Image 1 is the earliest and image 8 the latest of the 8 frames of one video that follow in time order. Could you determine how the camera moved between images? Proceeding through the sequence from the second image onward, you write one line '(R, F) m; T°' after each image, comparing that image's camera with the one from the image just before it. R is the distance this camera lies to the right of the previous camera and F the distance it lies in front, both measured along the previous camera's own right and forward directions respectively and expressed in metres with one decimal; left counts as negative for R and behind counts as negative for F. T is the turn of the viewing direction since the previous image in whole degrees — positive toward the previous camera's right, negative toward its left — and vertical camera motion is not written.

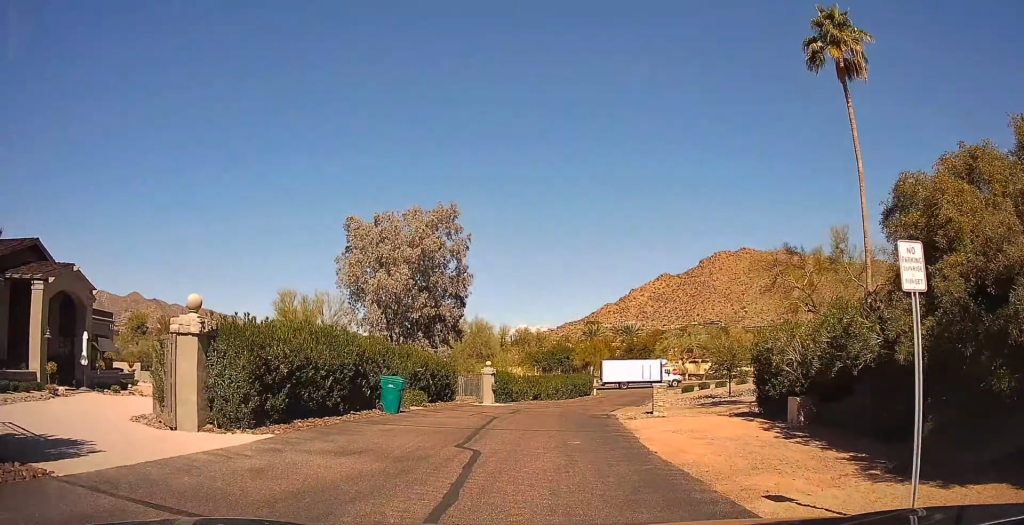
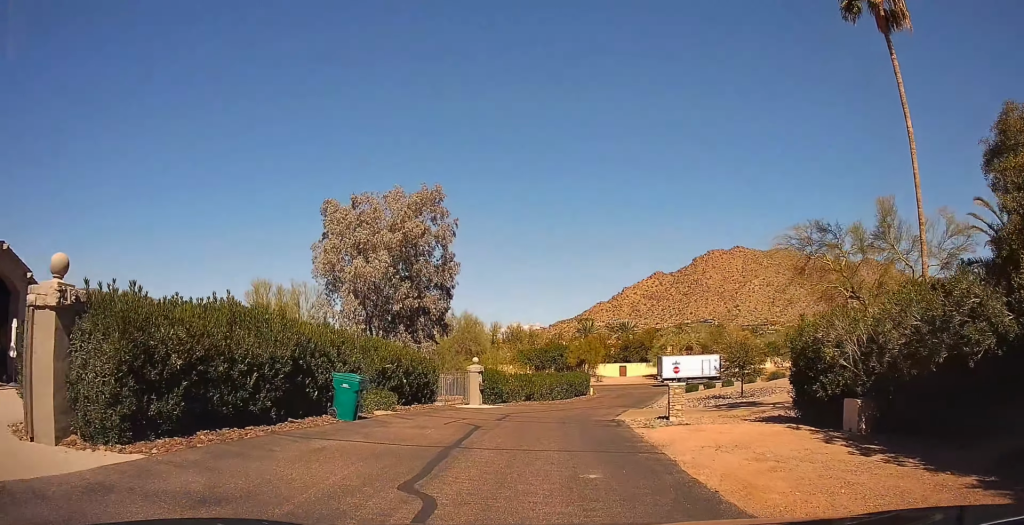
(0.0, +4.3) m; 0°
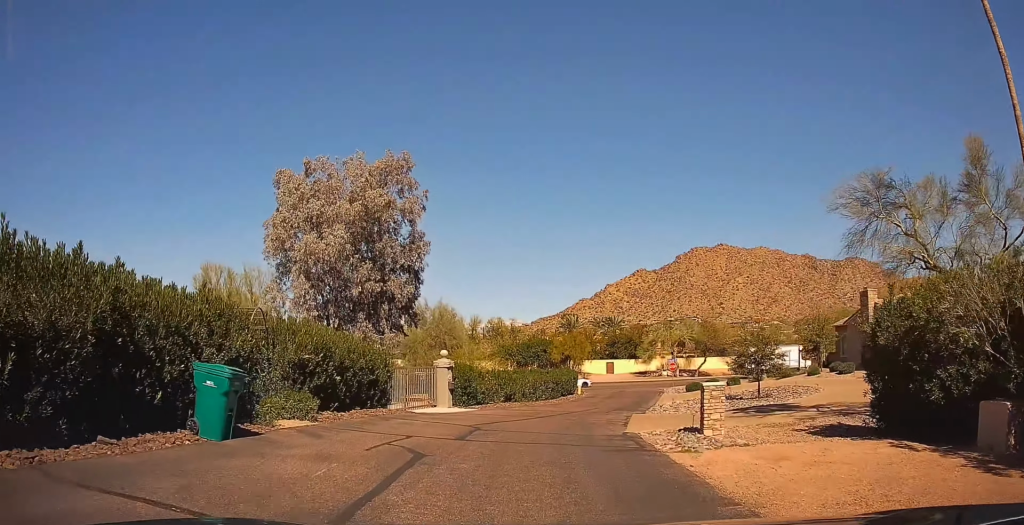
(0.0, +6.3) m; 0°
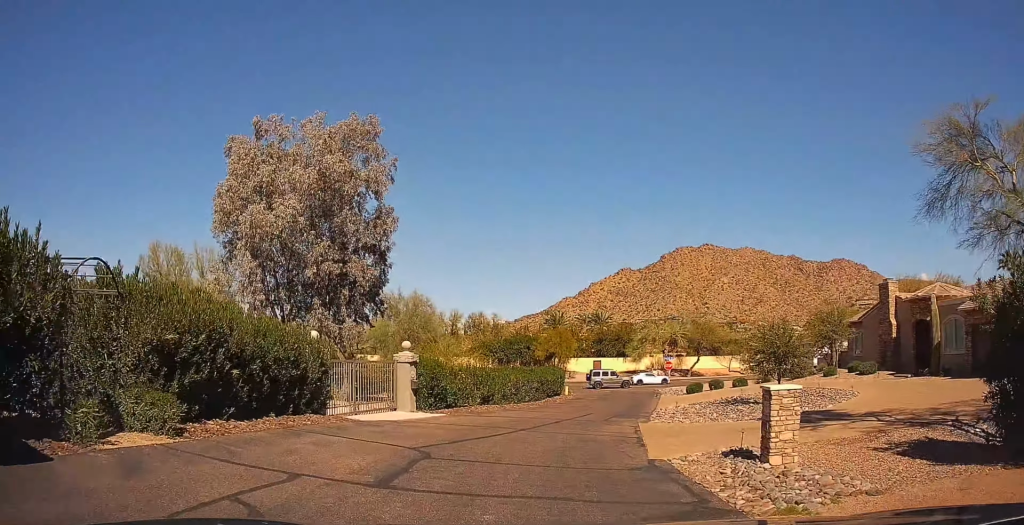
(0.0, +5.4) m; +2°
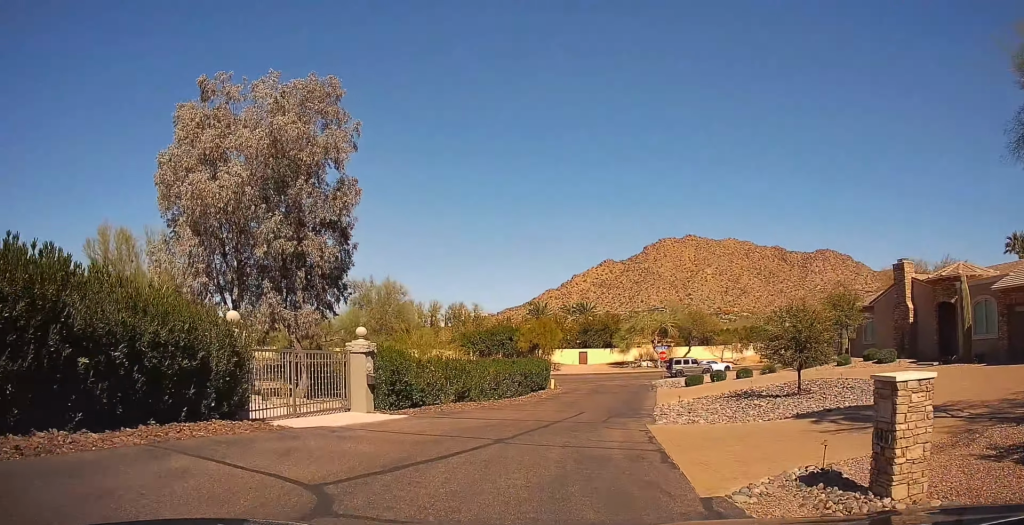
(-0.2, +4.2) m; +4°
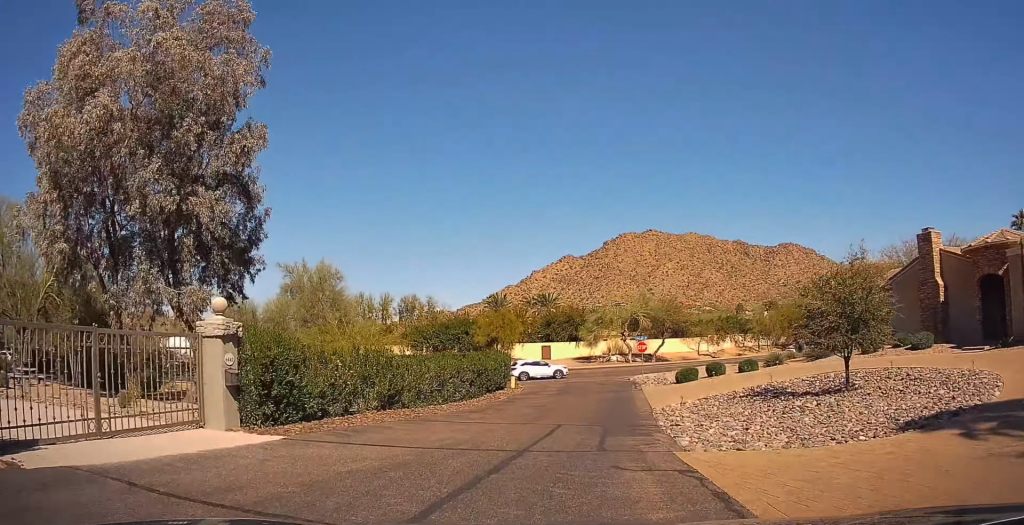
(+0.8, +7.2) m; +4°
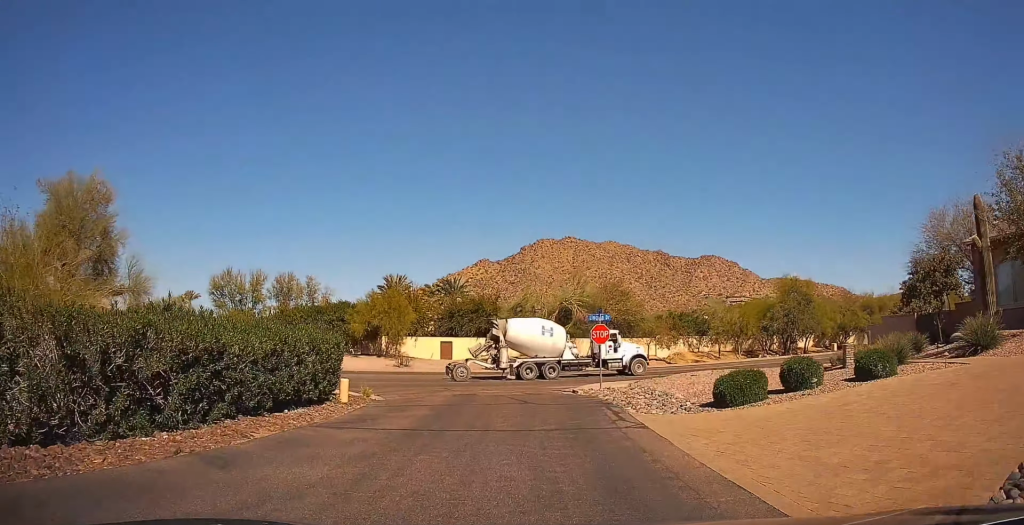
(+0.9, +19.2) m; +6°
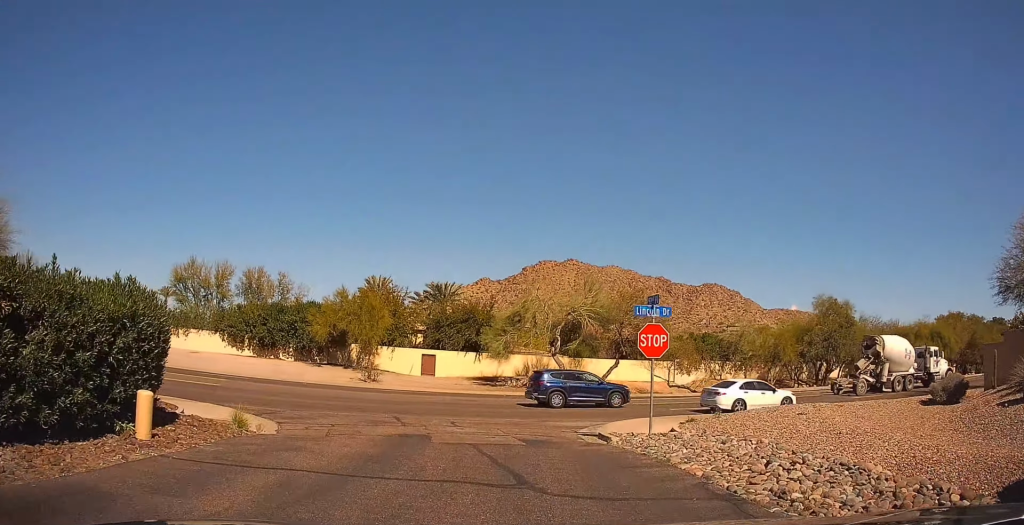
(-0.1, +10.4) m; +1°
